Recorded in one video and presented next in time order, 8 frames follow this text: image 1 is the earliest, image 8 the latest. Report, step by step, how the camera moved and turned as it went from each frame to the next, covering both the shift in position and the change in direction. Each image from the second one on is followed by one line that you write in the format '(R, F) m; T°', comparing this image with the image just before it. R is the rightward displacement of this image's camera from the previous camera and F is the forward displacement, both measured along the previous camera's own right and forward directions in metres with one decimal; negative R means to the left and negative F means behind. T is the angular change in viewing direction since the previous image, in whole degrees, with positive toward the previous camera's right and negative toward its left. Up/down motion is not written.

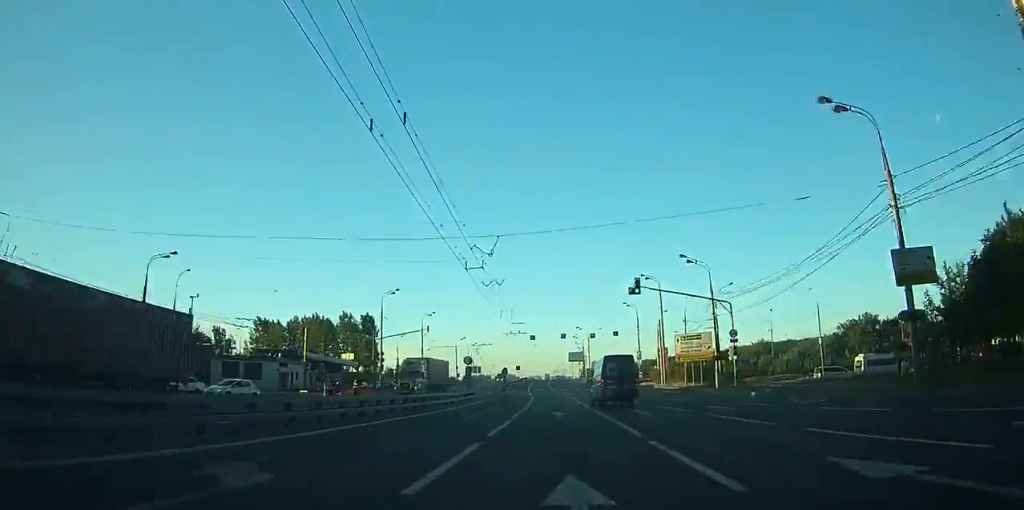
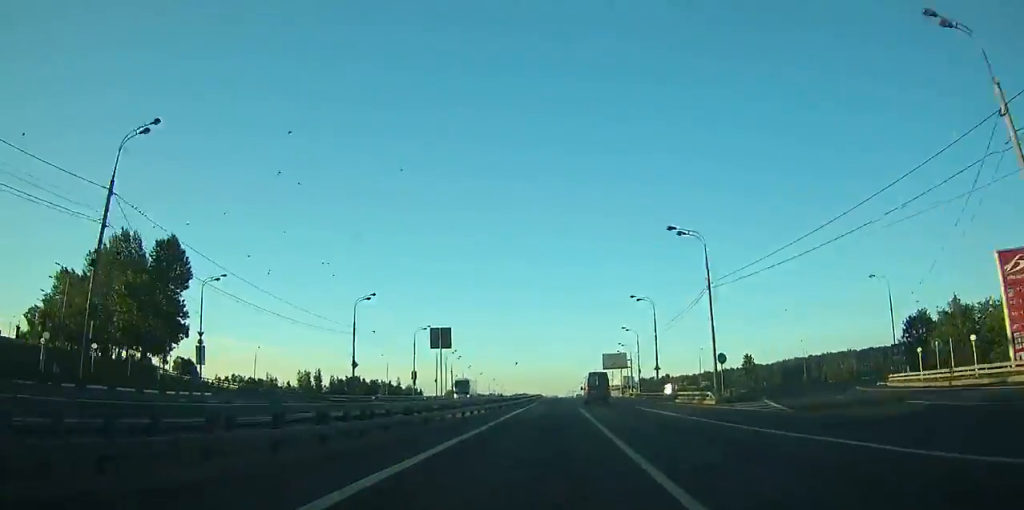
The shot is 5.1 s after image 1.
(-2.0, +92.8) m; -2°
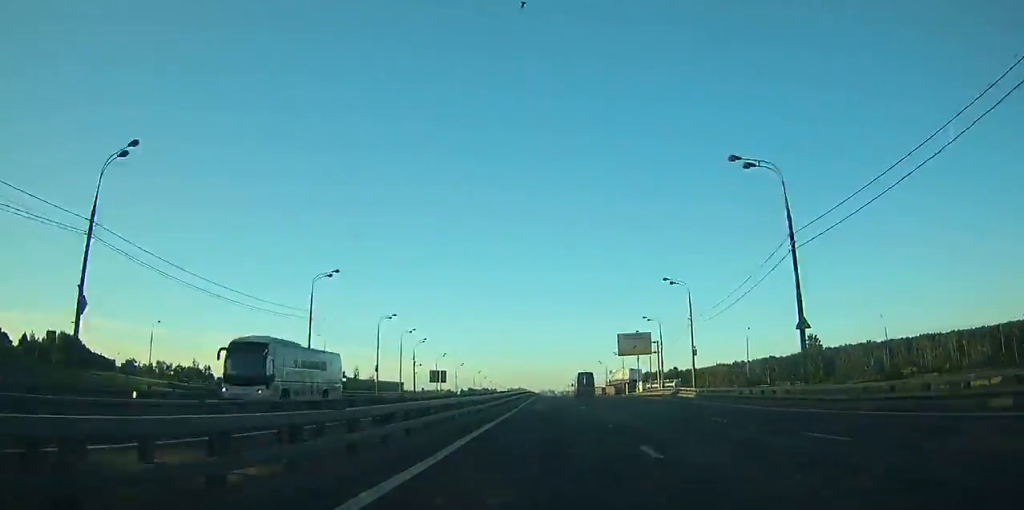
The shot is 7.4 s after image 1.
(-0.1, +41.3) m; 0°
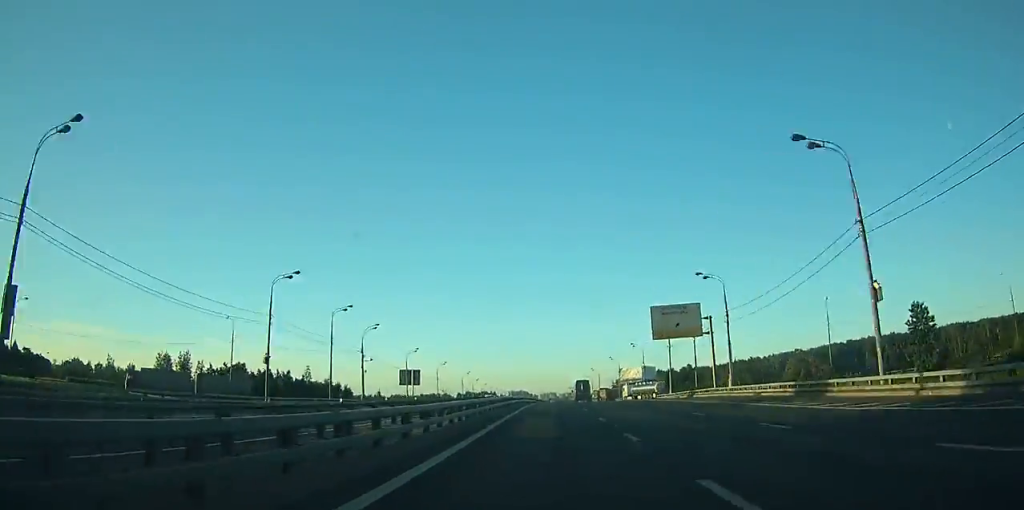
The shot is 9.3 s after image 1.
(+0.1, +34.3) m; 0°
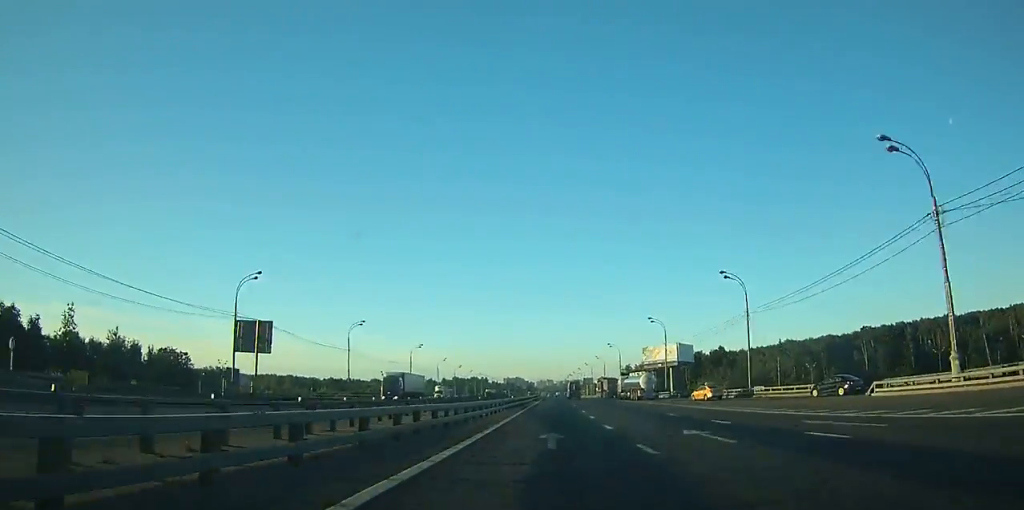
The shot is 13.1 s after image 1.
(+0.1, +72.0) m; 0°
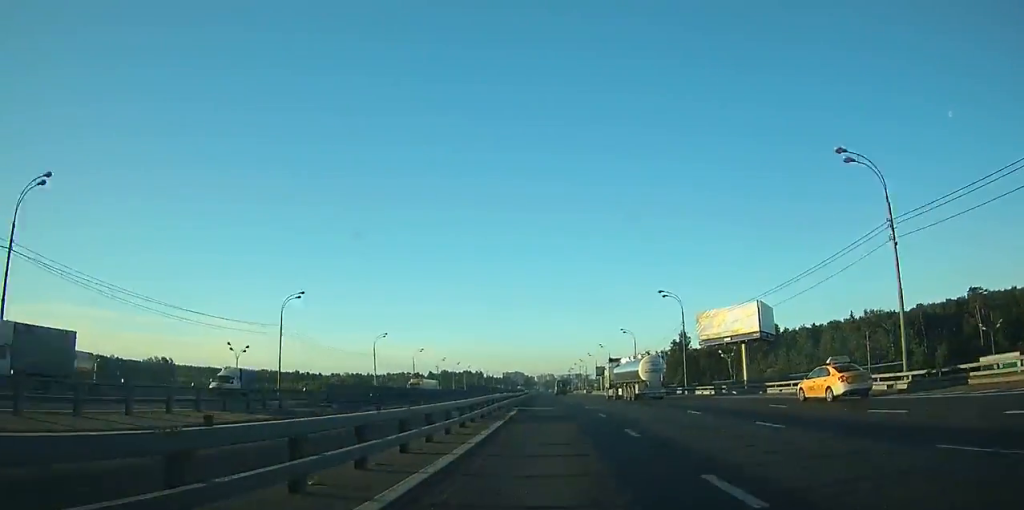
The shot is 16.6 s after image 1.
(+0.2, +67.4) m; 0°
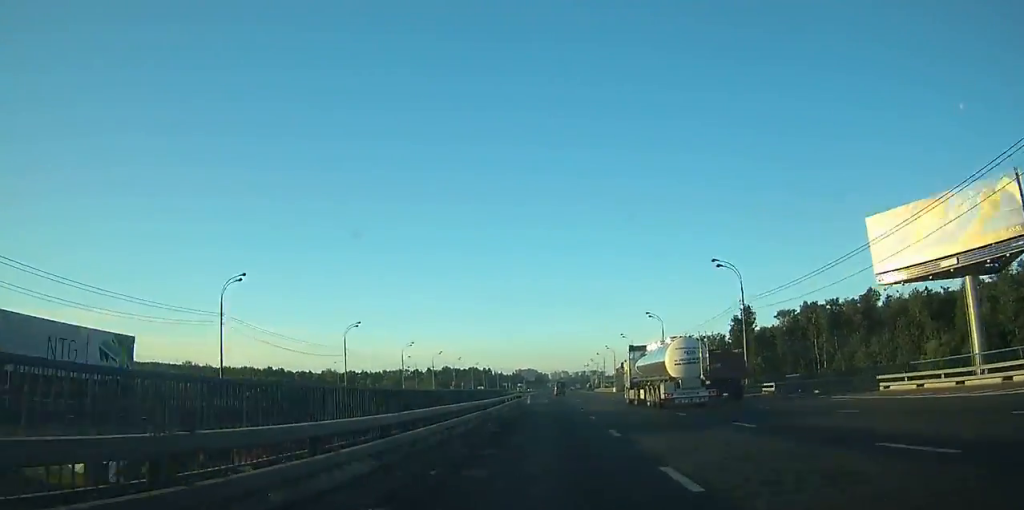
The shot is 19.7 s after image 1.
(-0.2, +64.6) m; -1°
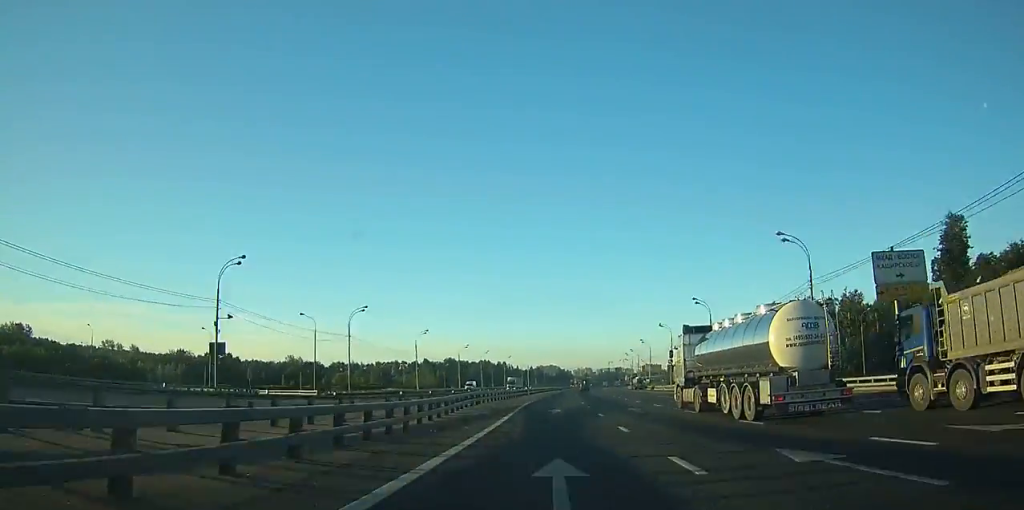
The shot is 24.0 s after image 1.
(-2.3, +91.9) m; -1°
